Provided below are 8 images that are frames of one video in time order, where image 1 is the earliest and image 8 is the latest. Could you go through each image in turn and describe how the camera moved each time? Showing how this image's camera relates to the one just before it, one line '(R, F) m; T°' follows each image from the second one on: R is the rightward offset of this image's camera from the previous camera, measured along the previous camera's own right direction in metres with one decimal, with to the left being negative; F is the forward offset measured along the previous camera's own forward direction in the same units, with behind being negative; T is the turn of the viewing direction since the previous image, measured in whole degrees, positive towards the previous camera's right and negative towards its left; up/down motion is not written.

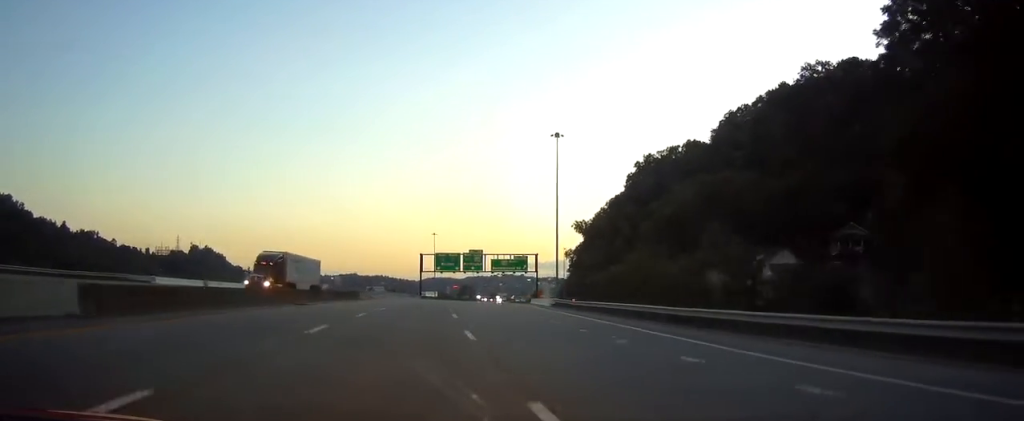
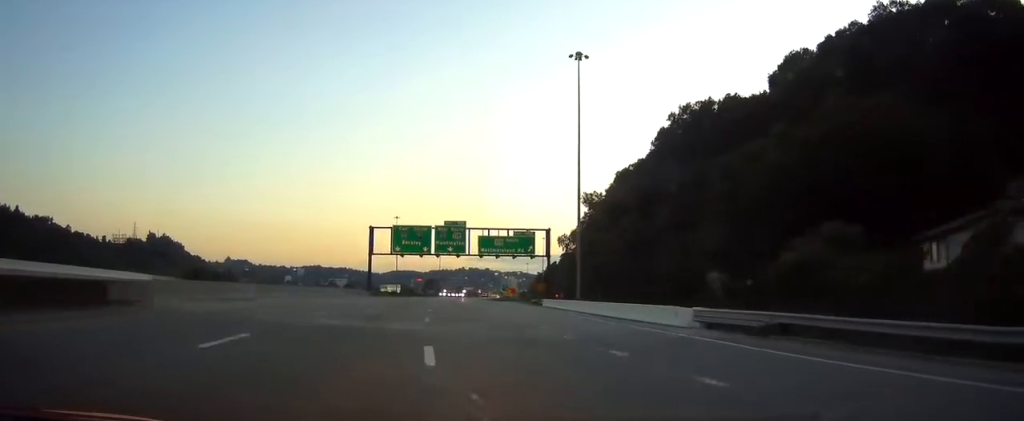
(+1.4, +49.1) m; +3°
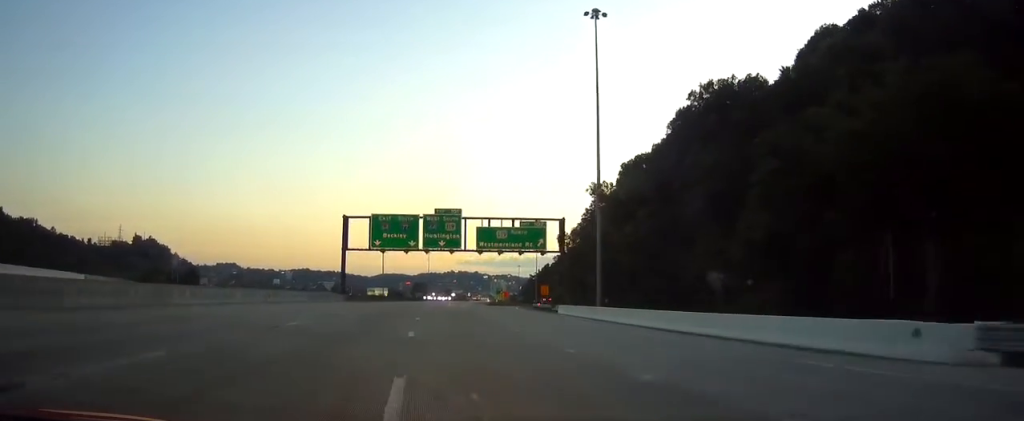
(+0.2, +16.9) m; +1°
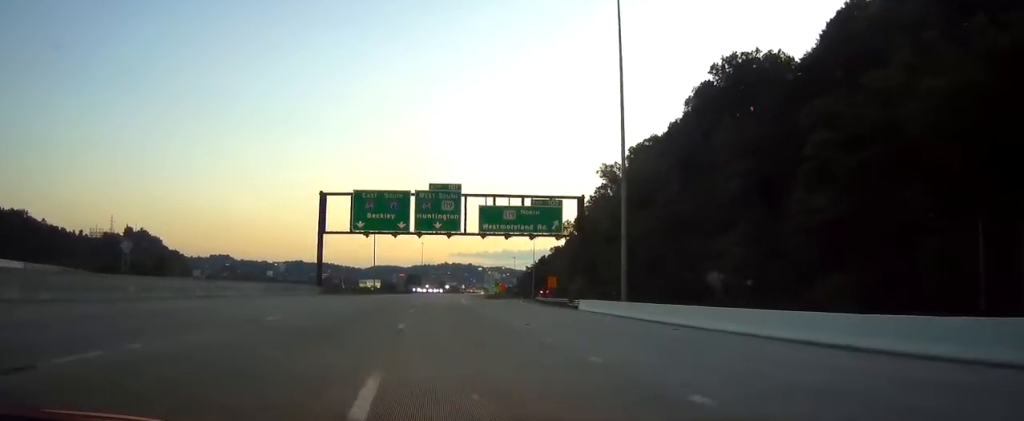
(+0.1, +12.2) m; +1°
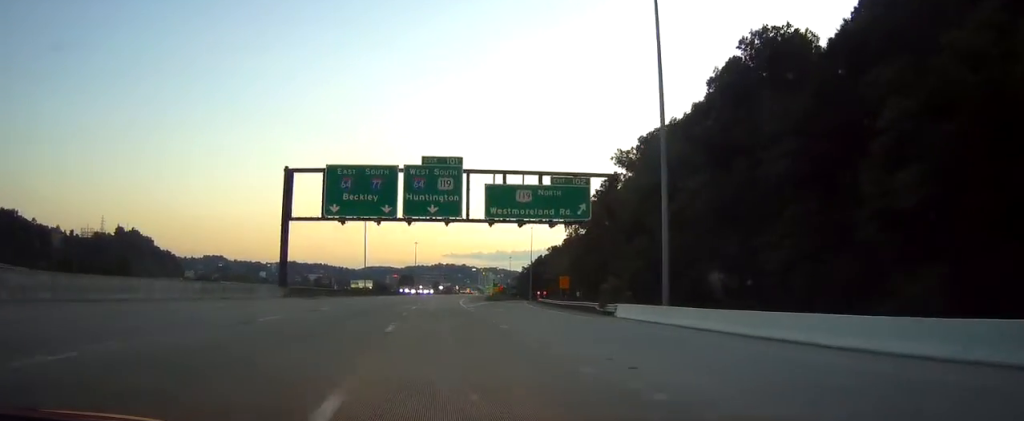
(+0.1, +13.1) m; +1°
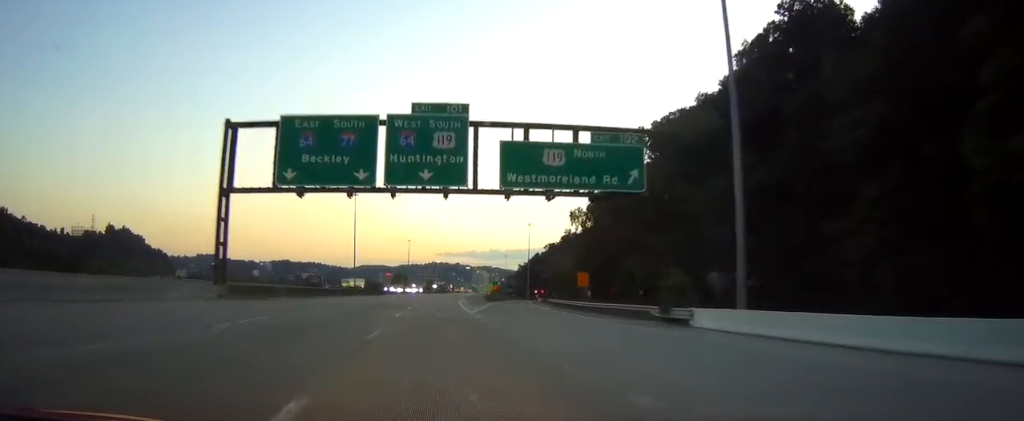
(0.0, +14.1) m; +1°
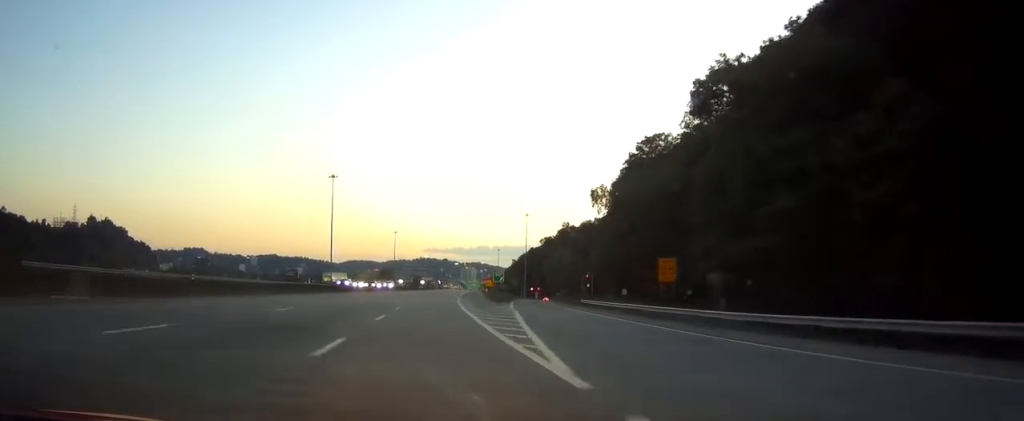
(+0.3, +29.1) m; +1°
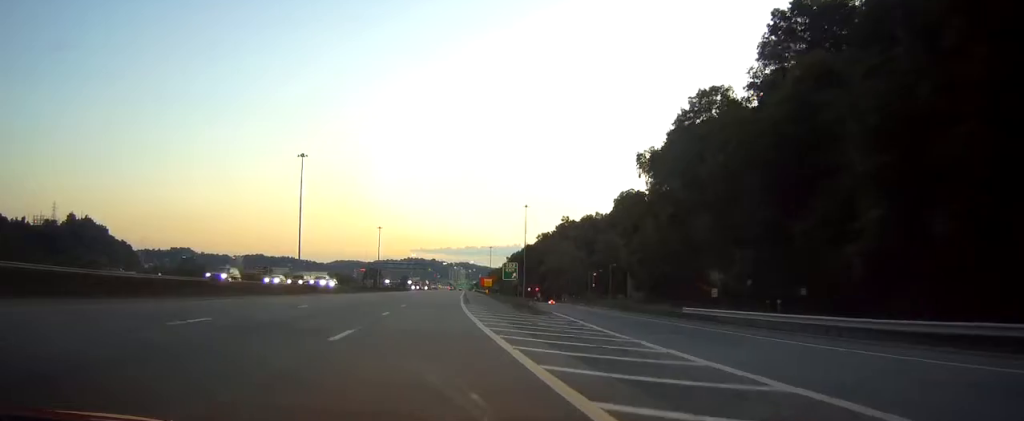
(+0.3, +33.1) m; +1°
